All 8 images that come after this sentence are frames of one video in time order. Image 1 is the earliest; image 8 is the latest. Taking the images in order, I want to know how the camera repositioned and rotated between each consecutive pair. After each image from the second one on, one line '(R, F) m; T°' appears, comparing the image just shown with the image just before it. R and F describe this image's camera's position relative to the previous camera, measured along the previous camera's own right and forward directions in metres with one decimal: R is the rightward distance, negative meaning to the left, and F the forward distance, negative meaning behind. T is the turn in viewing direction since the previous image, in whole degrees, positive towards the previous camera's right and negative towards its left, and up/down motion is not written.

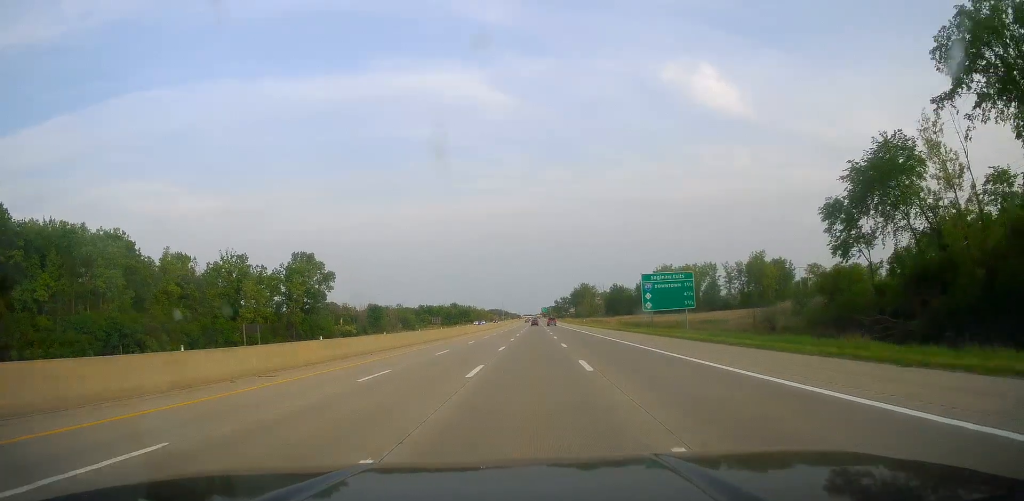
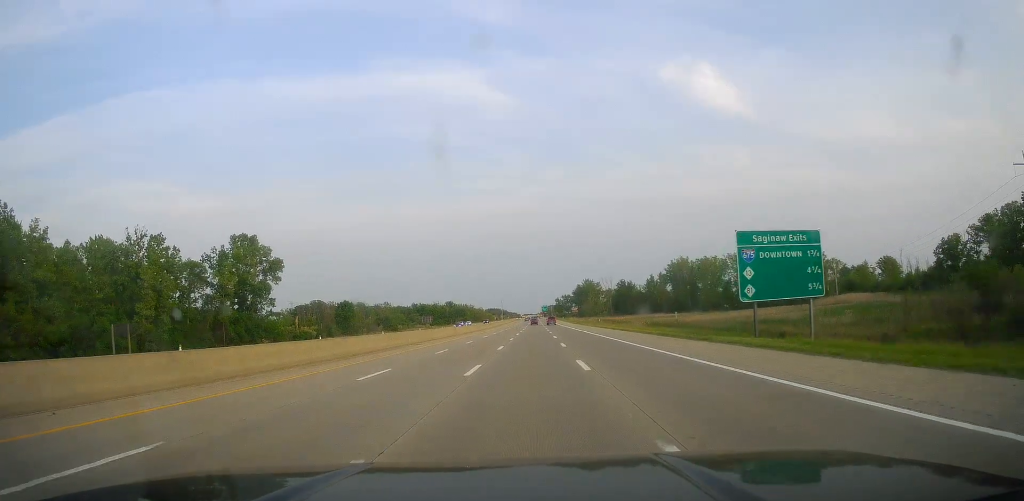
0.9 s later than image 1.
(+0.2, +30.7) m; +1°
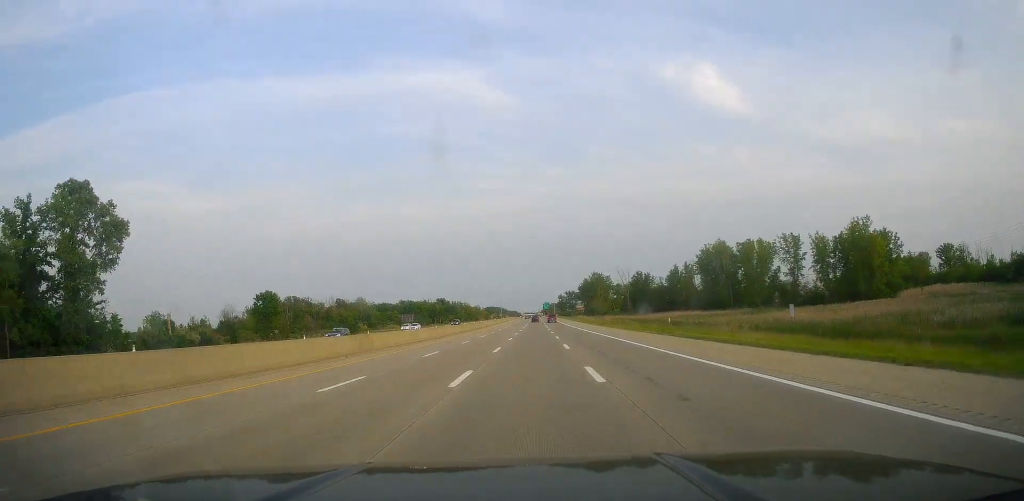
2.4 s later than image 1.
(+0.7, +49.3) m; 0°
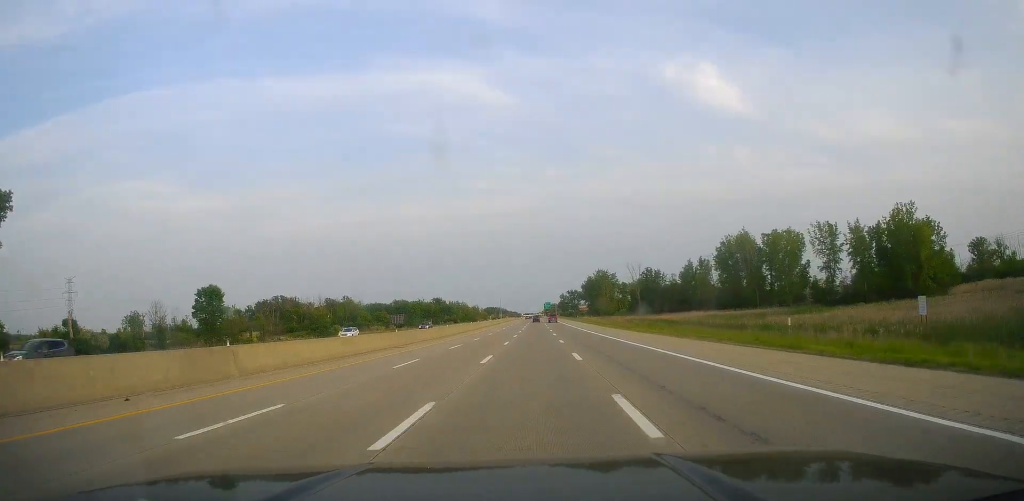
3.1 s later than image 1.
(0.0, +21.8) m; -1°
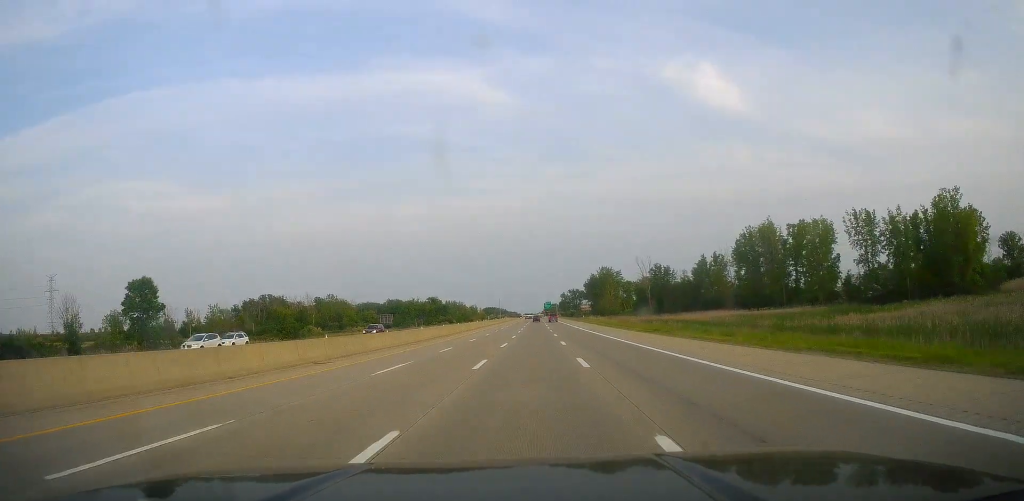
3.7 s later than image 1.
(-0.4, +18.6) m; 0°
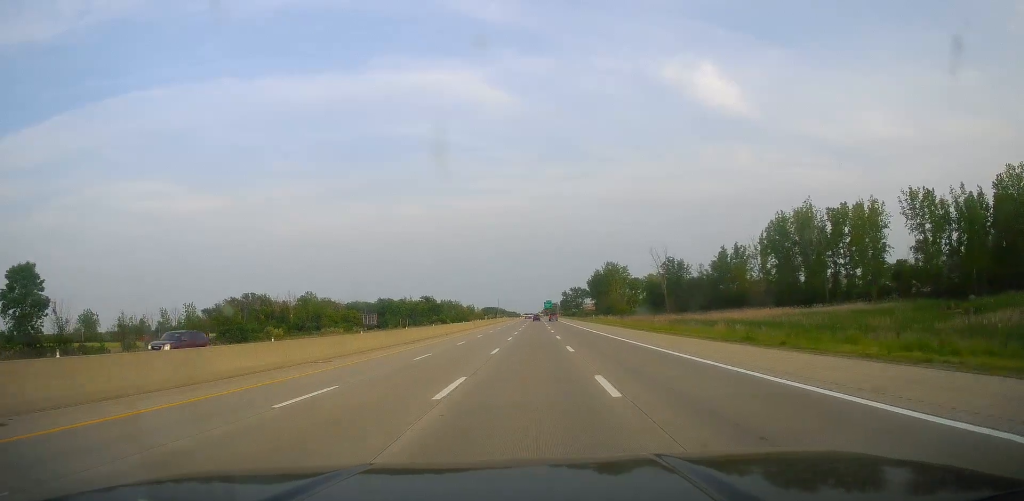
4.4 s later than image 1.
(0.0, +23.0) m; 0°
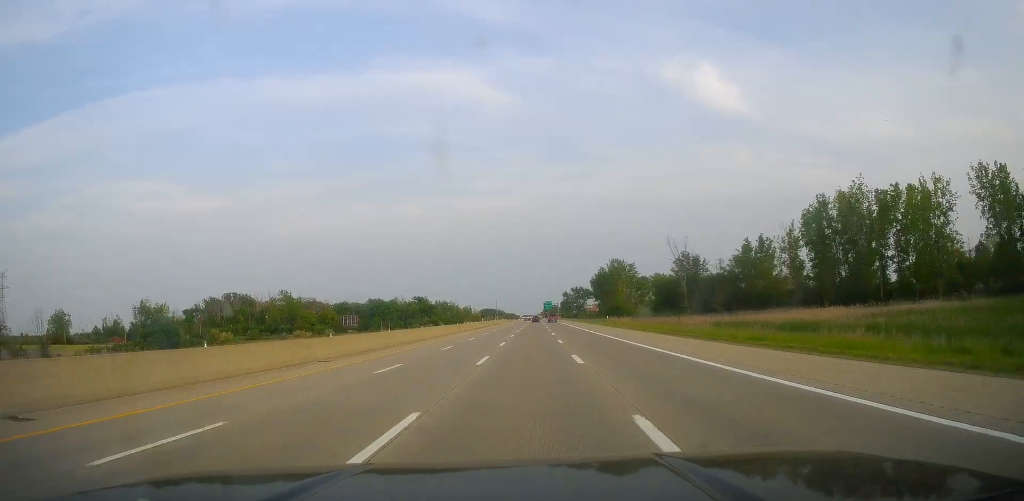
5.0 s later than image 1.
(+0.1, +21.9) m; +1°
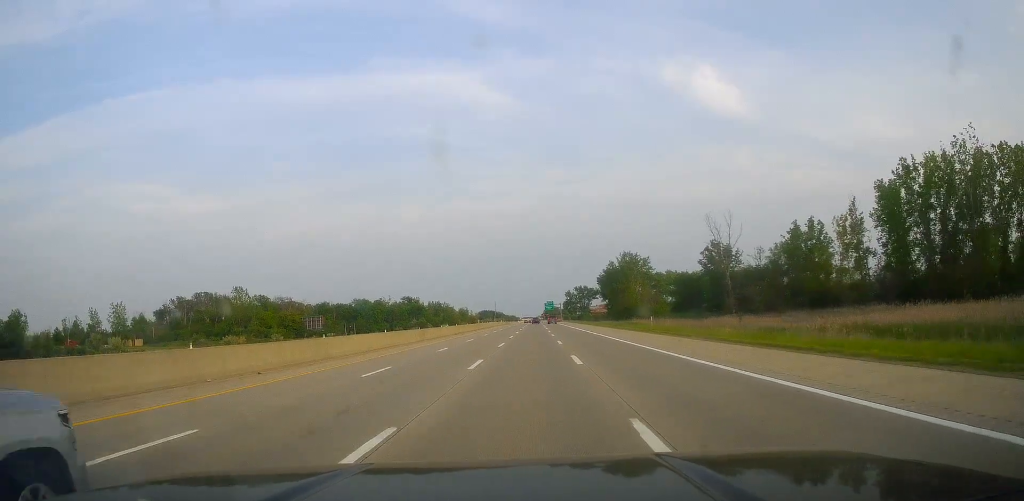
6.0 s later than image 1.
(+0.5, +31.8) m; 0°
